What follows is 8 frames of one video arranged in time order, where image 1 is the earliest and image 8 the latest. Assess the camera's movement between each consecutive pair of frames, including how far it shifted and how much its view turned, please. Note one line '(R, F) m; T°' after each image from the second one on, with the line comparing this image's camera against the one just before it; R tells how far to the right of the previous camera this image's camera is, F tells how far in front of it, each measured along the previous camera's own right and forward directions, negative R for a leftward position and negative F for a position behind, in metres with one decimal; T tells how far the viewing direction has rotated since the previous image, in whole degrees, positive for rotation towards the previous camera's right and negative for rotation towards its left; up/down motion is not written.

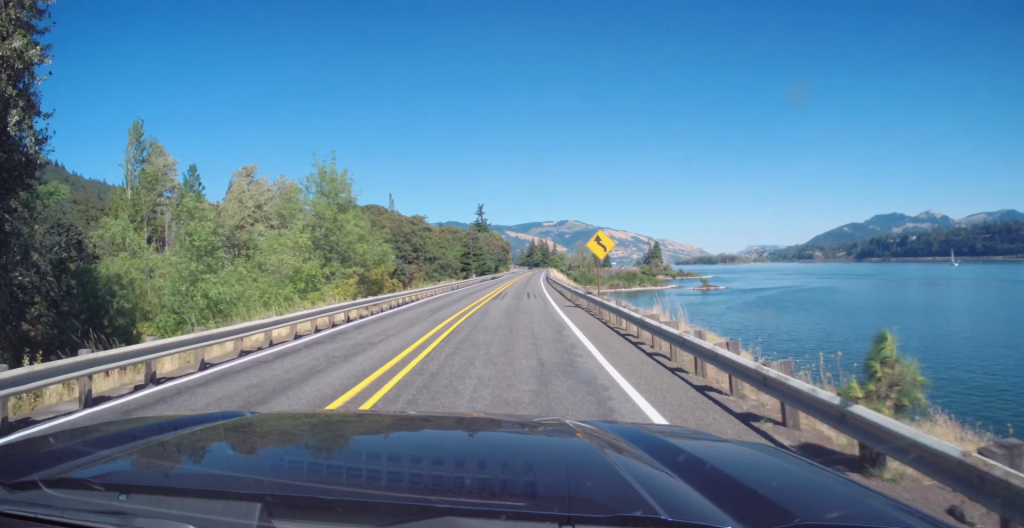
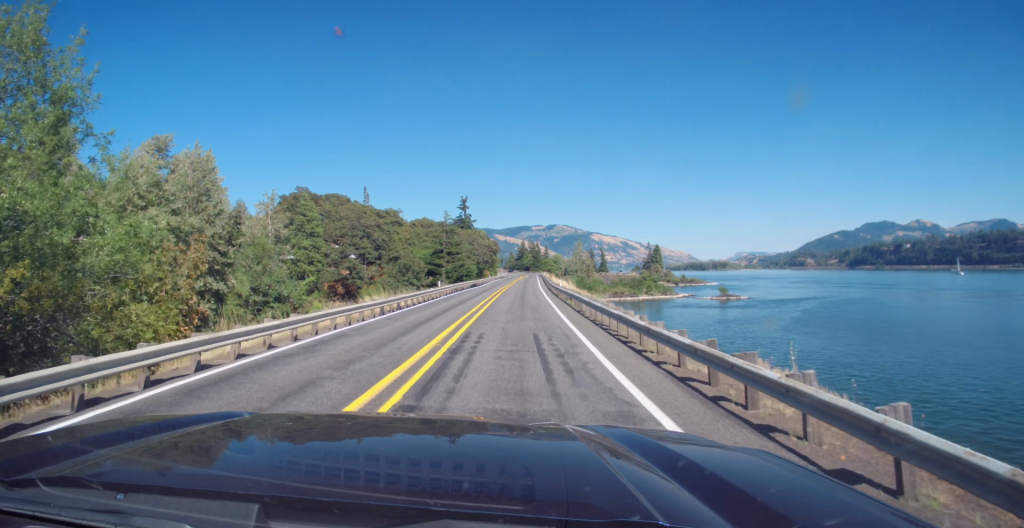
(0.0, +26.3) m; +1°
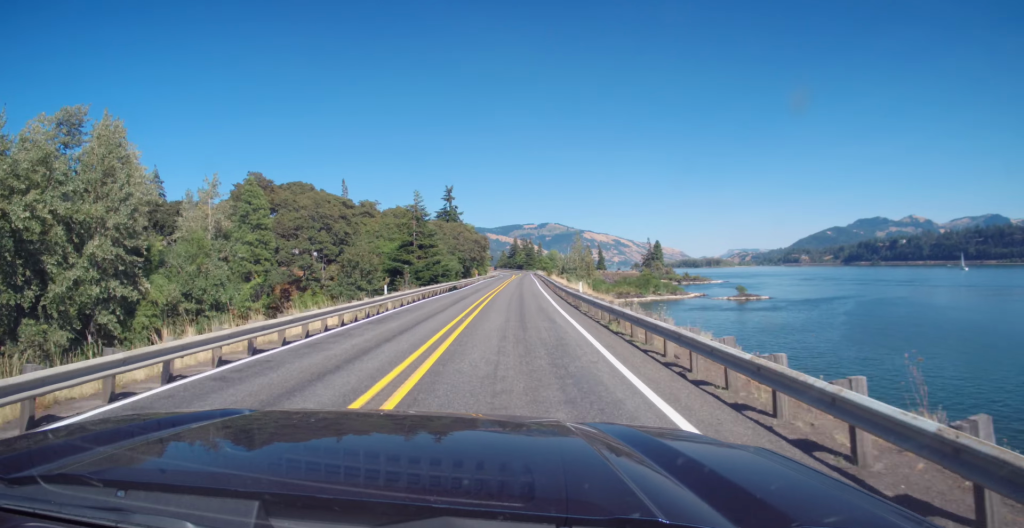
(0.0, +18.6) m; +1°
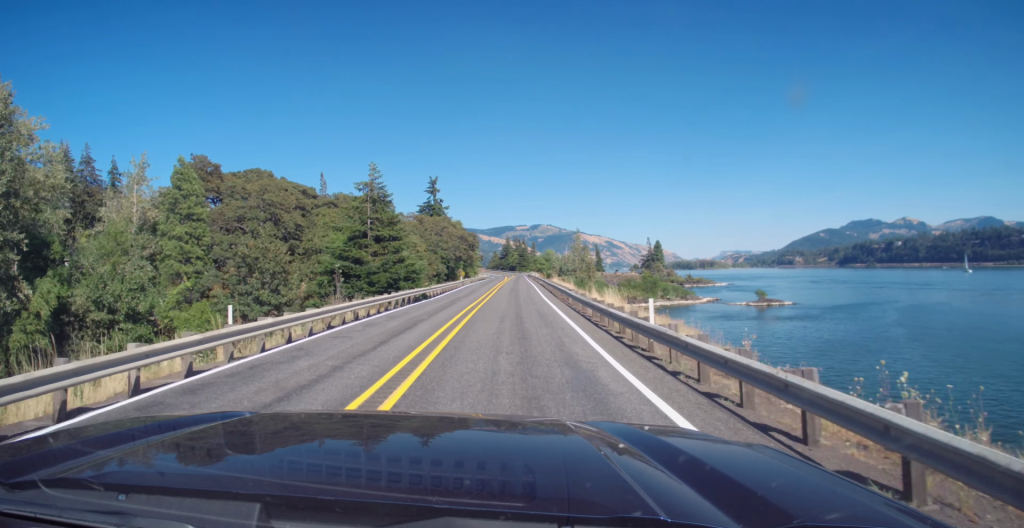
(+0.5, +15.8) m; +1°
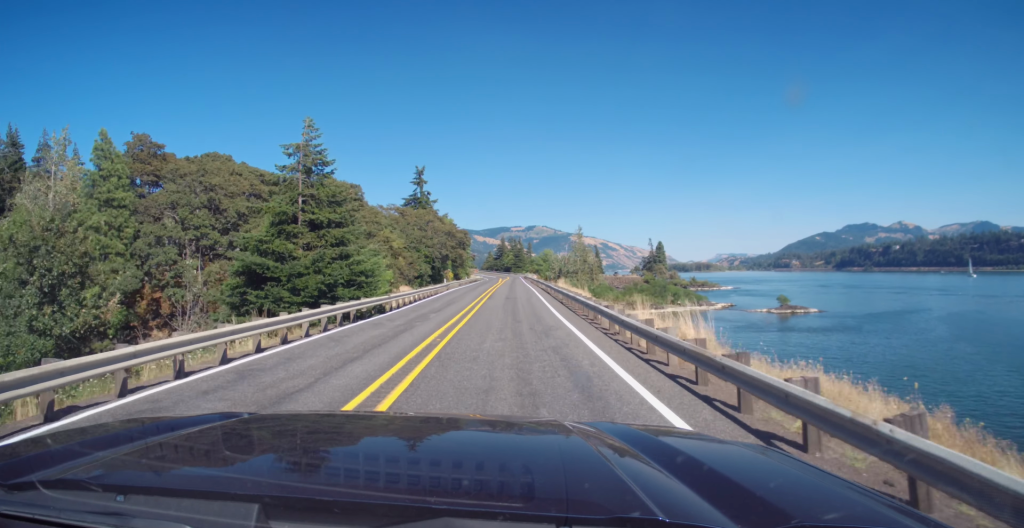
(0.0, +13.9) m; 0°
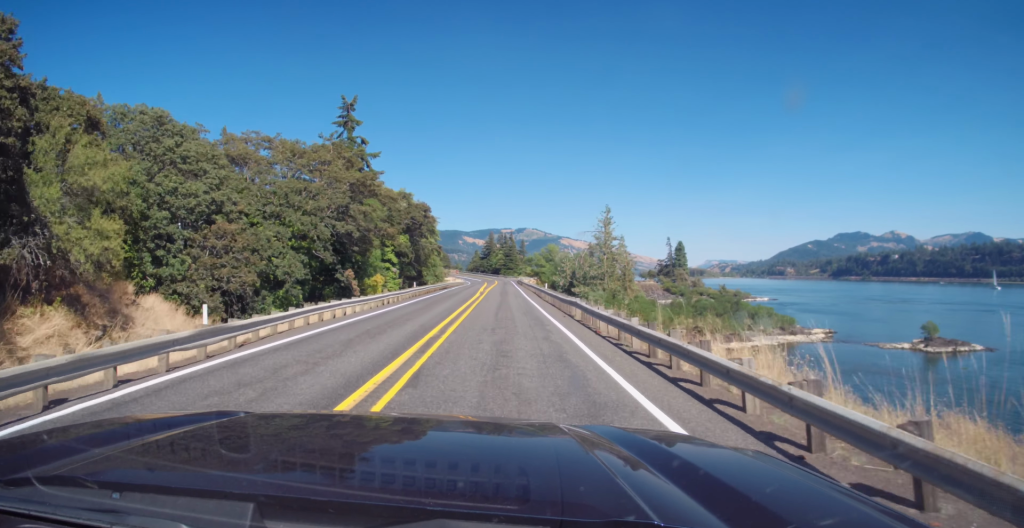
(+0.1, +46.7) m; +2°
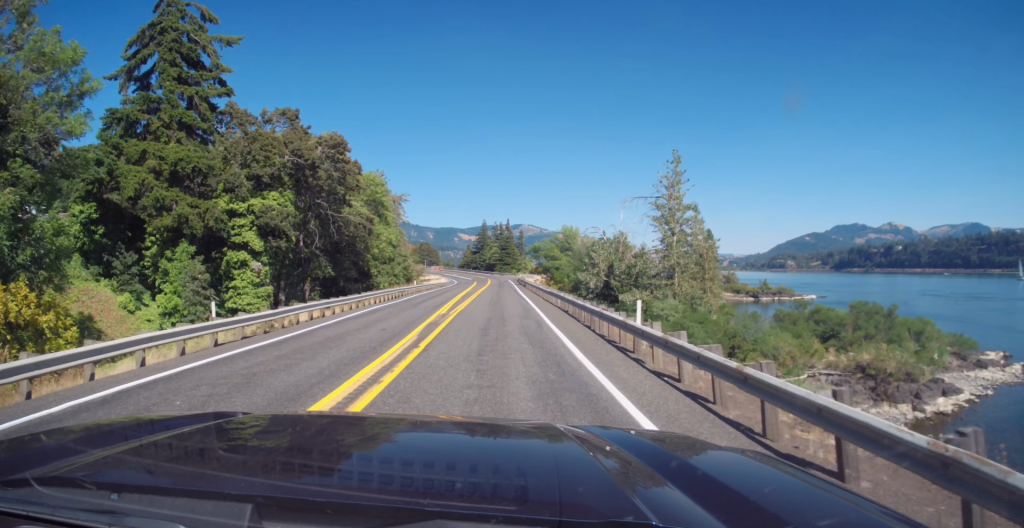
(+0.5, +37.3) m; 0°
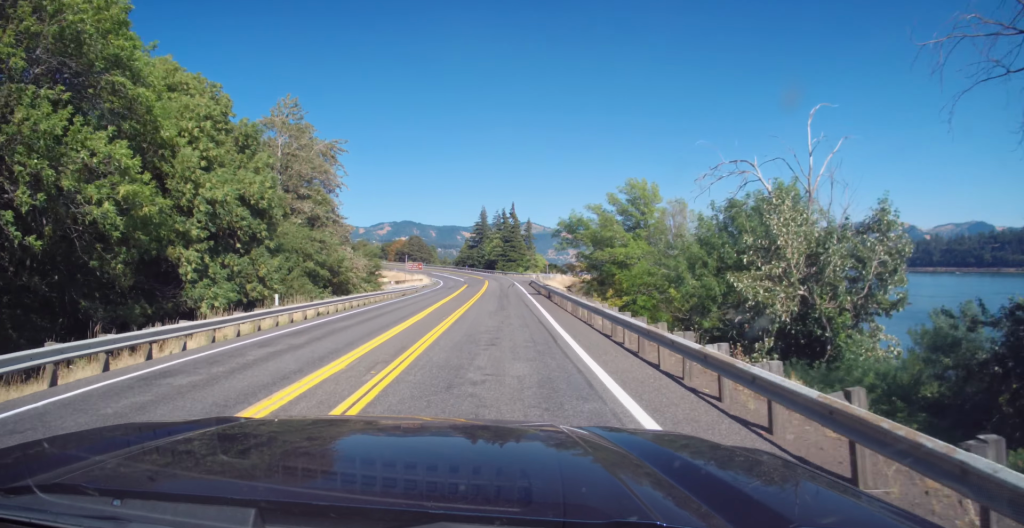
(-0.6, +40.1) m; -1°
